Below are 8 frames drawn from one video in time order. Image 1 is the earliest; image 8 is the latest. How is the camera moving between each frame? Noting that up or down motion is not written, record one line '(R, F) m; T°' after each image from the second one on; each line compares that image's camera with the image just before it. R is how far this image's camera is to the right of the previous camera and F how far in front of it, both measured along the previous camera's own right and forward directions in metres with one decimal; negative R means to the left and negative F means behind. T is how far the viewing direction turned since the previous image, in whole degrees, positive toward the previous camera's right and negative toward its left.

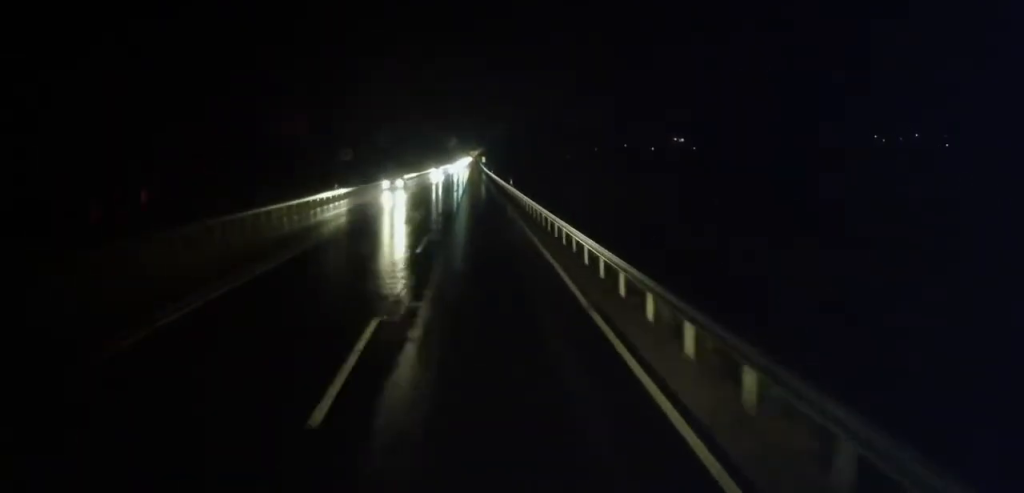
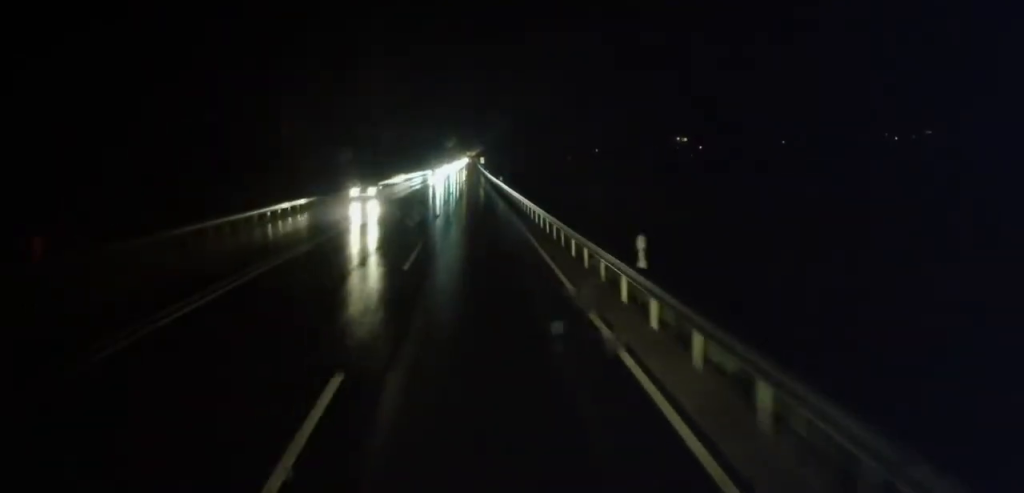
(0.0, +38.5) m; 0°
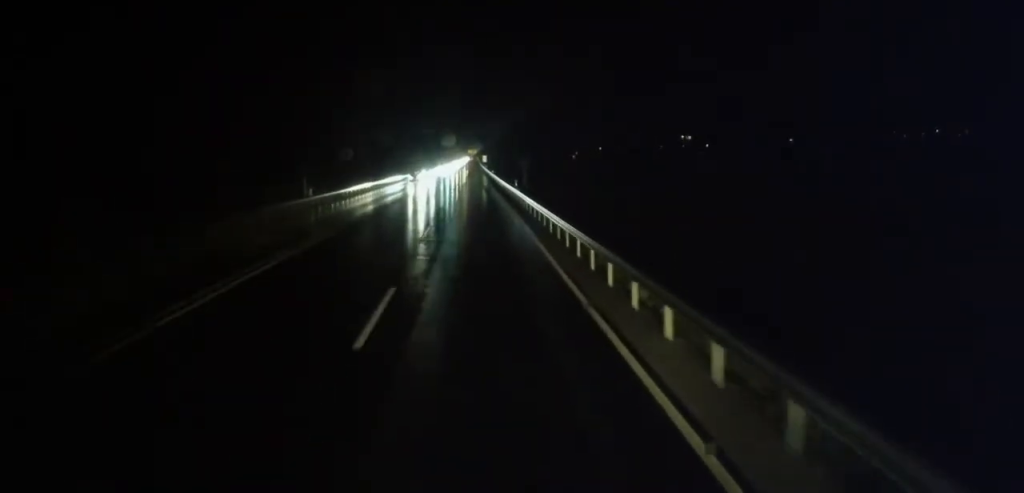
(0.0, +18.8) m; 0°
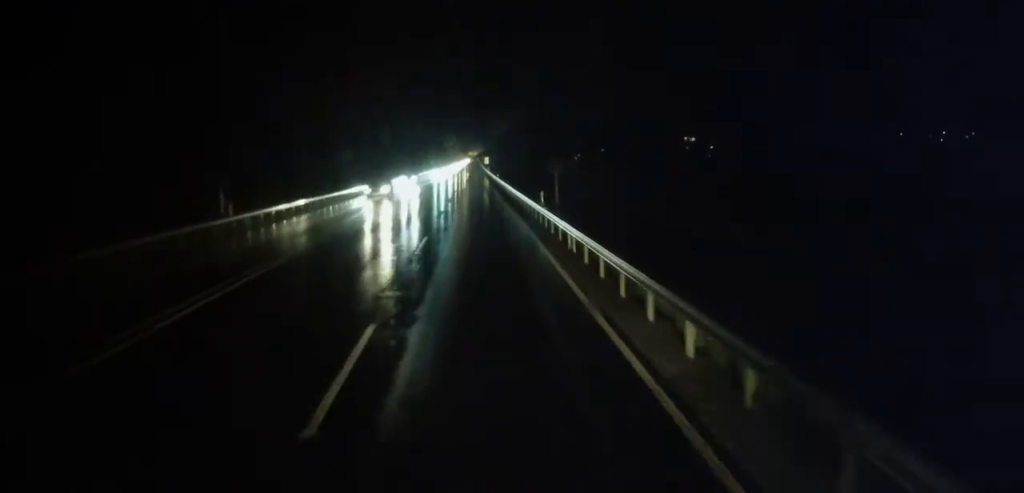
(0.0, +15.1) m; 0°
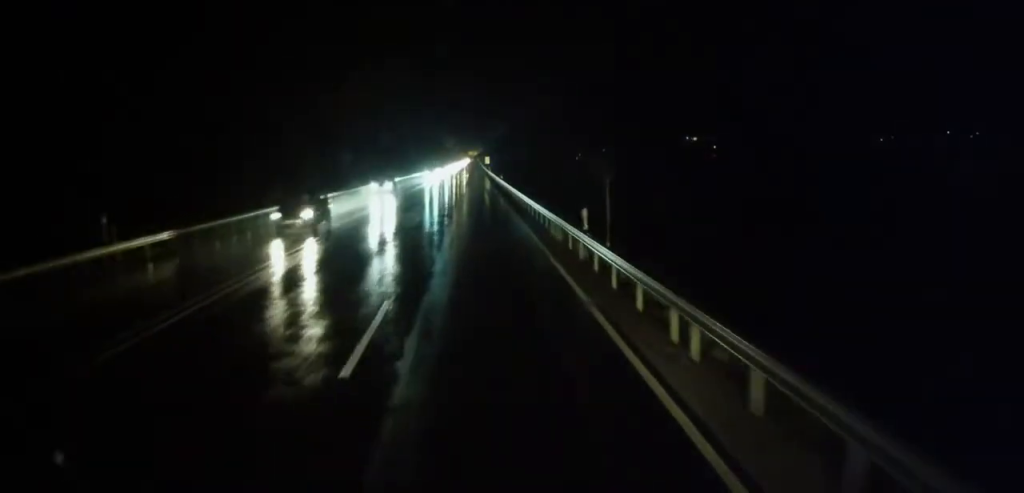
(0.0, +10.2) m; 0°
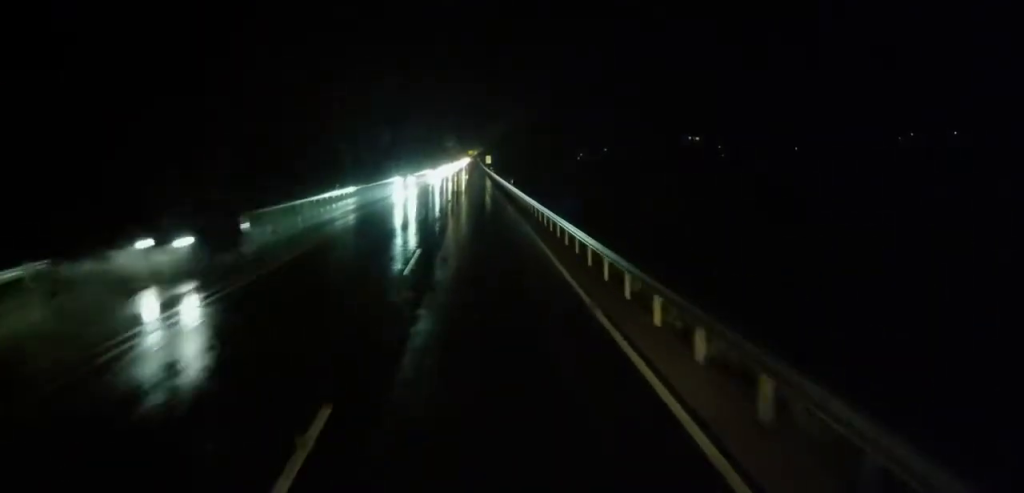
(0.0, +17.5) m; 0°
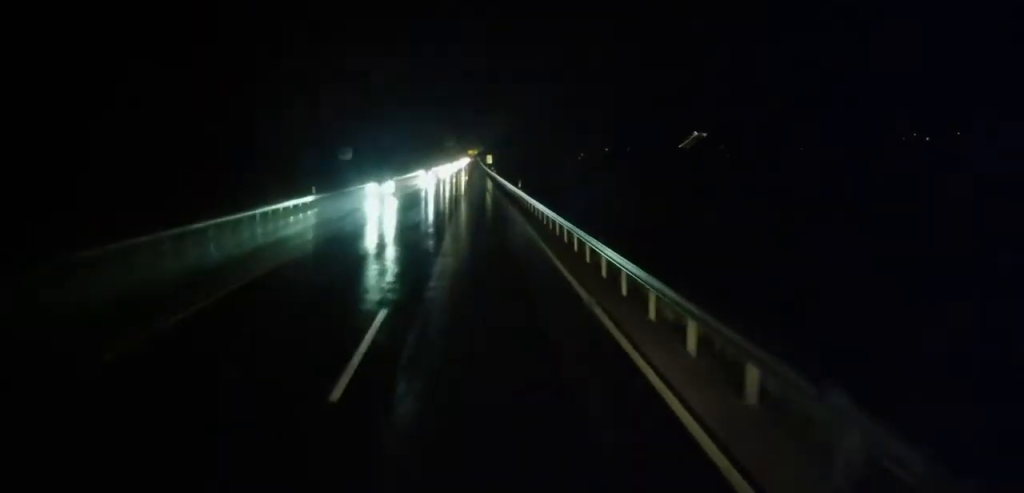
(0.0, +7.8) m; +1°
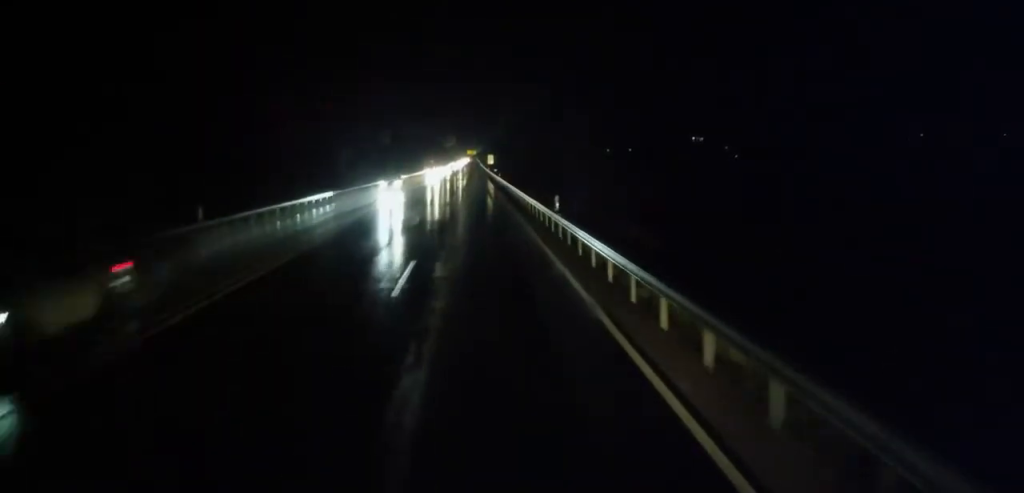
(+0.2, +18.8) m; 0°
